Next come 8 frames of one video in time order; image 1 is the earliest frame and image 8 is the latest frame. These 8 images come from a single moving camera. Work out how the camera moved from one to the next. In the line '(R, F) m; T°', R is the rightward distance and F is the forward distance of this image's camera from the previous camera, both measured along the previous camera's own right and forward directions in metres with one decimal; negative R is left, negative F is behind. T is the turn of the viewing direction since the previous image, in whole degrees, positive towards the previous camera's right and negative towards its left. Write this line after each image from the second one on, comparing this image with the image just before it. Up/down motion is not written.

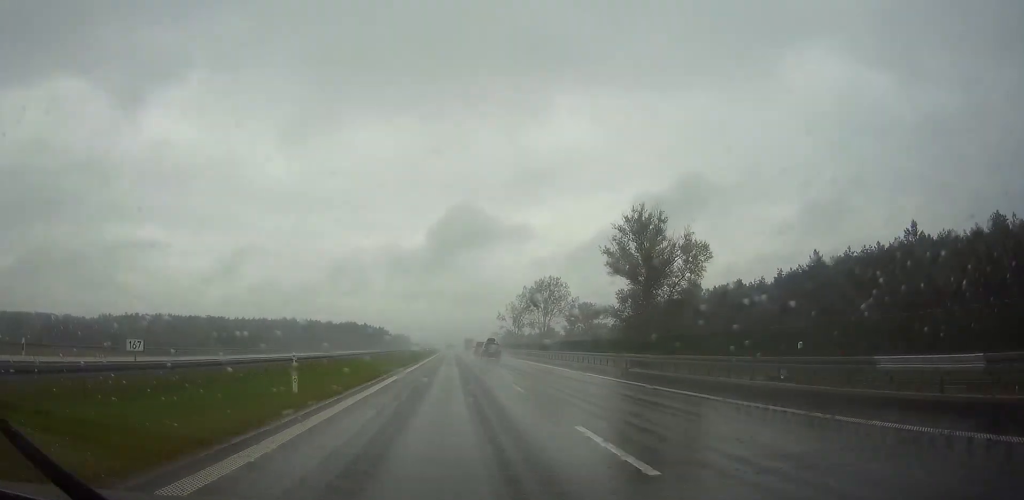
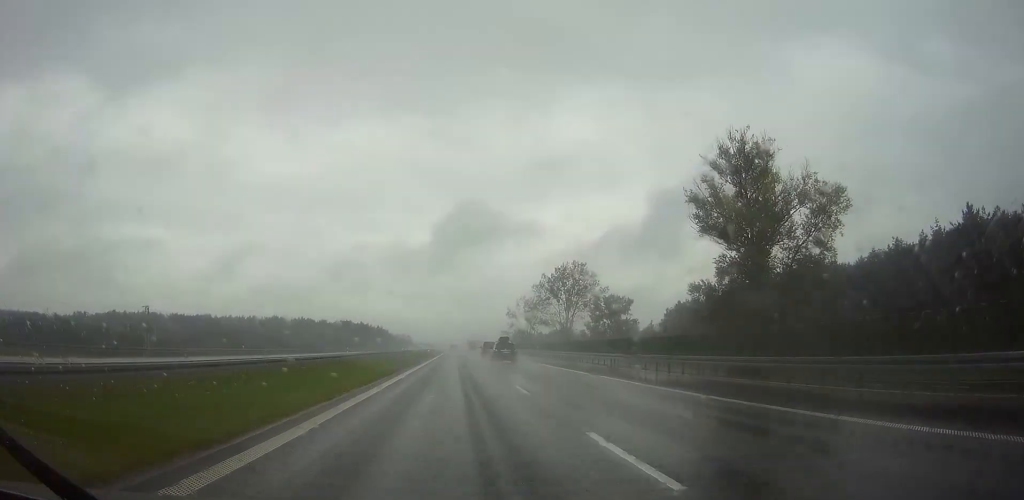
(0.0, +38.2) m; 0°
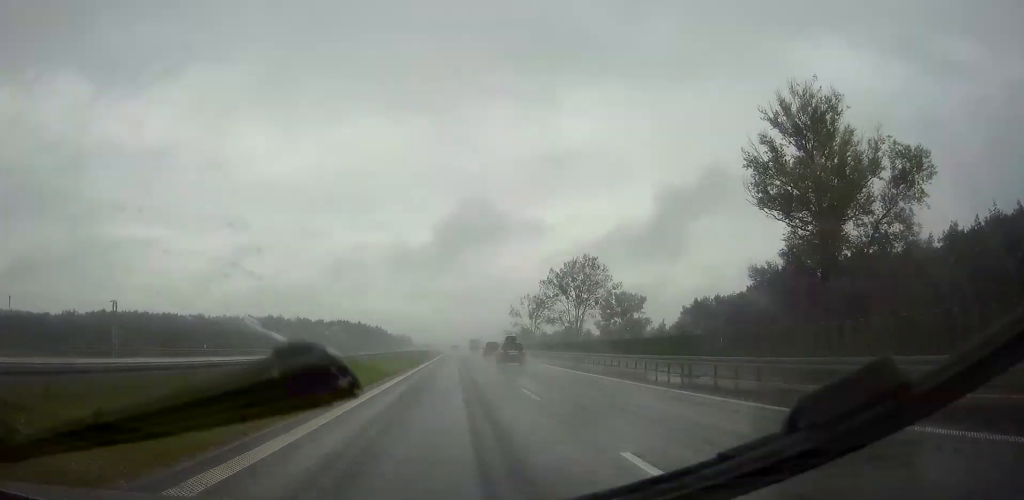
(0.0, +14.2) m; 0°
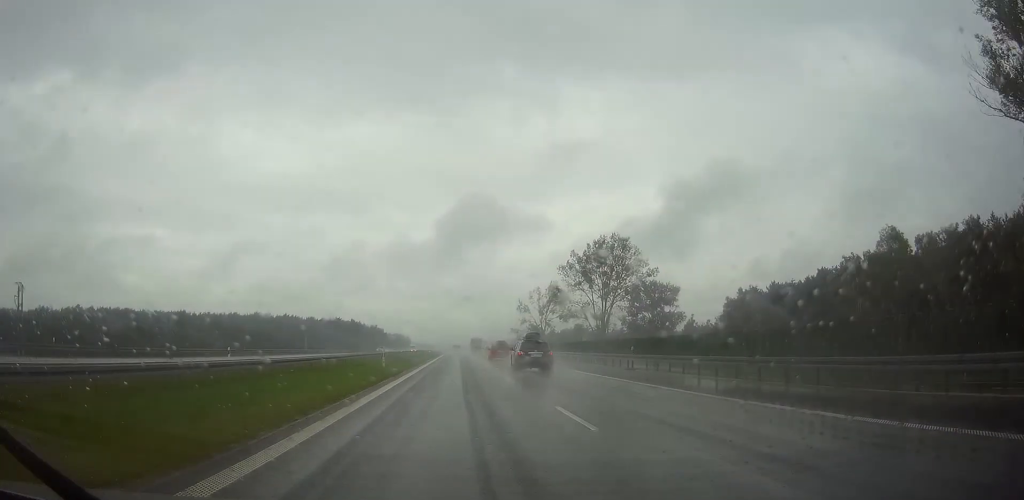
(0.0, +30.3) m; 0°
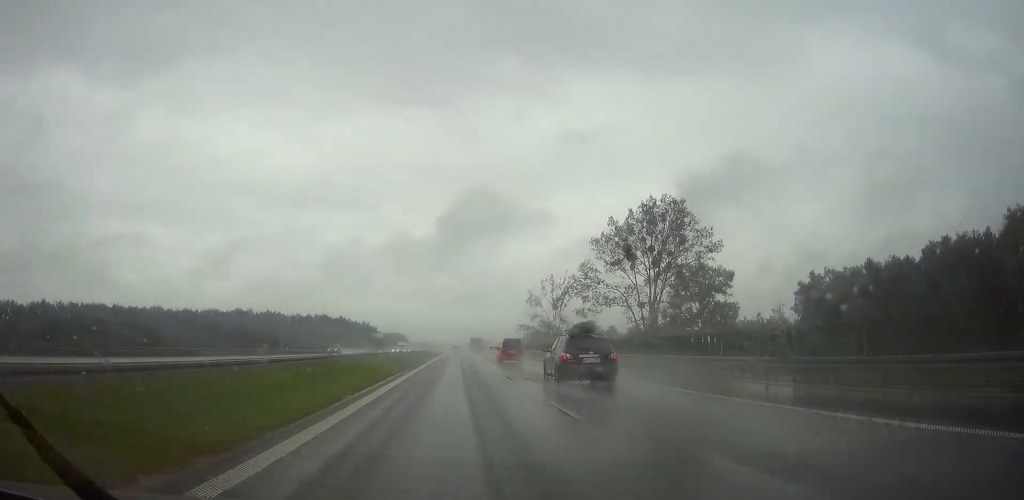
(0.0, +34.2) m; 0°
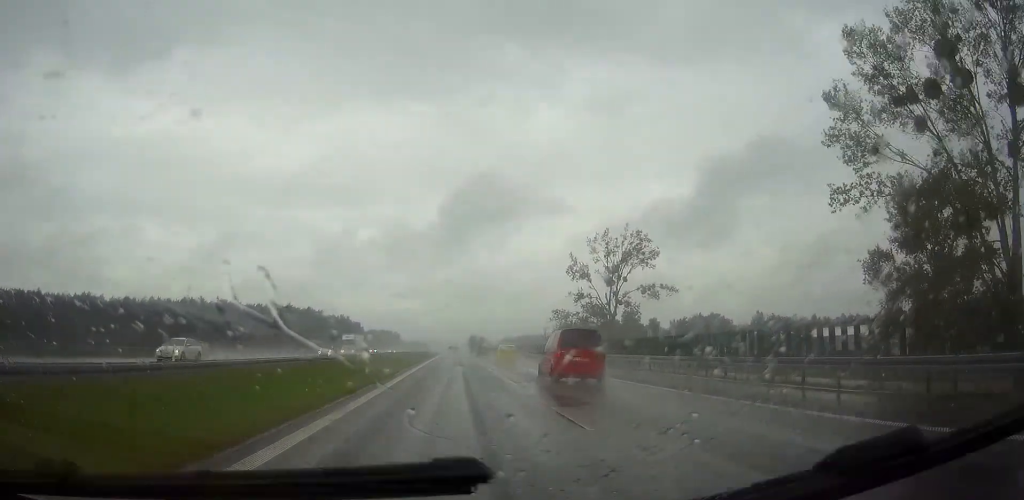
(0.0, +68.0) m; 0°
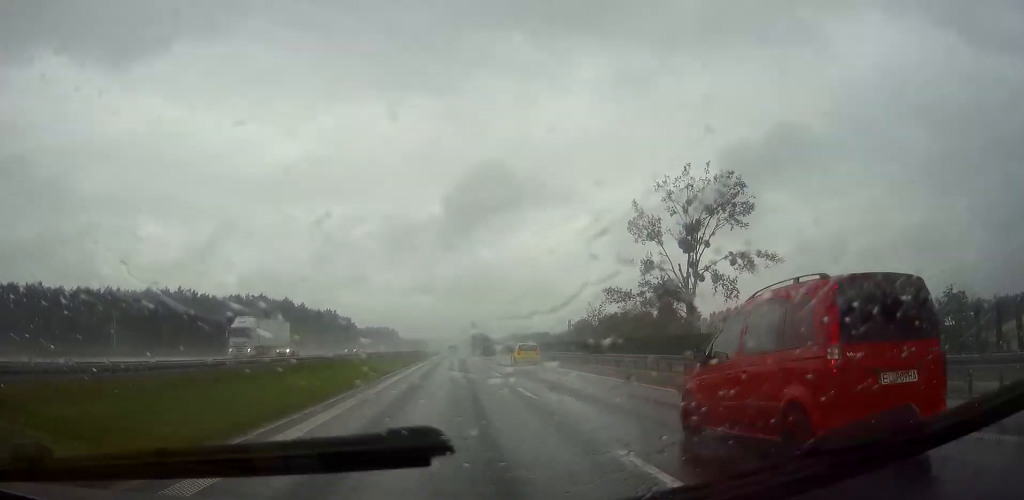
(+0.1, +38.3) m; 0°
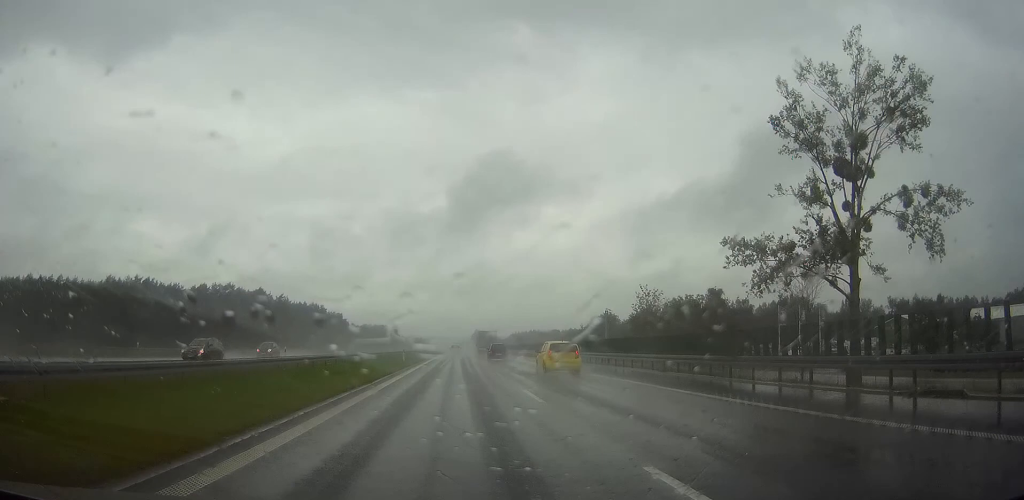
(0.0, +36.2) m; 0°
